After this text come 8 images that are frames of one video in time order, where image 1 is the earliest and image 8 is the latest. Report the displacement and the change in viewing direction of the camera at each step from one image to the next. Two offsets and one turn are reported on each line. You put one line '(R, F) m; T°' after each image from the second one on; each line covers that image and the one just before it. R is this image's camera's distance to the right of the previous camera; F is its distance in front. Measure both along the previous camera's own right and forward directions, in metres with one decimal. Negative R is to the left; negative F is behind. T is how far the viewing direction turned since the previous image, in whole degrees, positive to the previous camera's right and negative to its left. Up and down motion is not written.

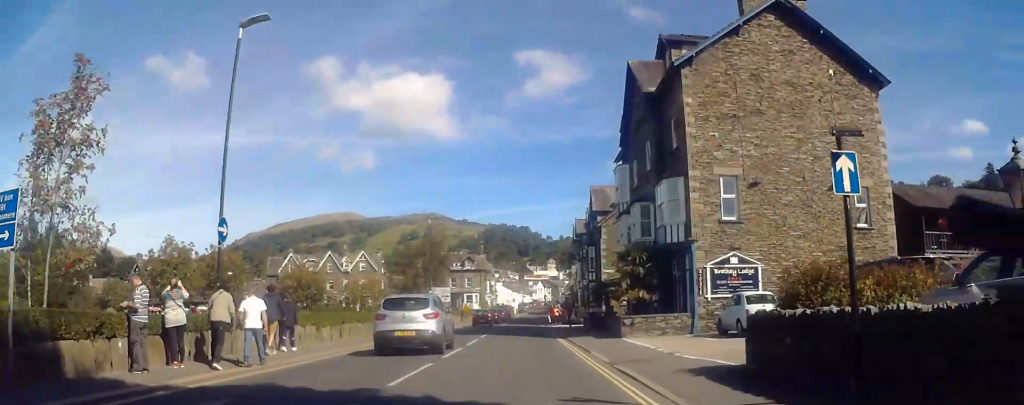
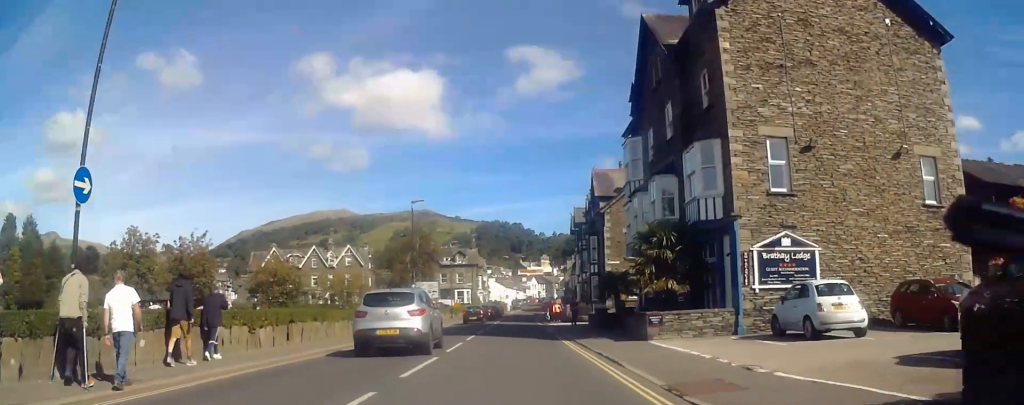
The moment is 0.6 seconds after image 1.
(-0.1, +5.5) m; -1°
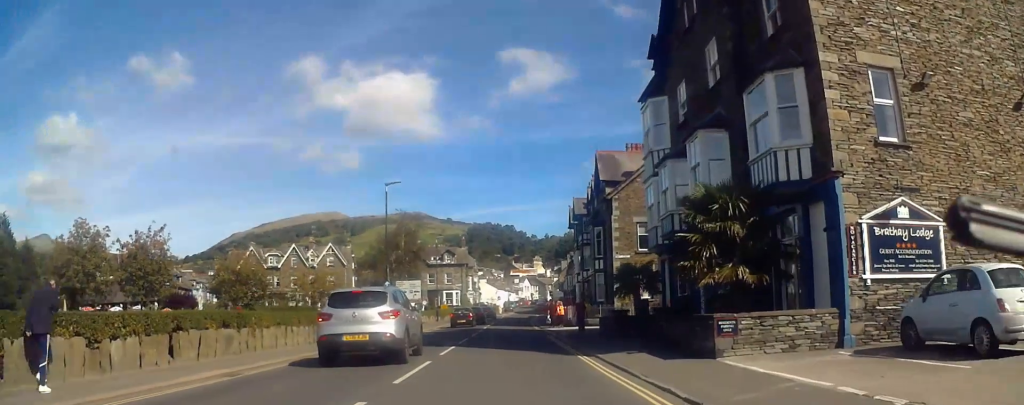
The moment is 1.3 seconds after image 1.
(0.0, +6.9) m; +1°
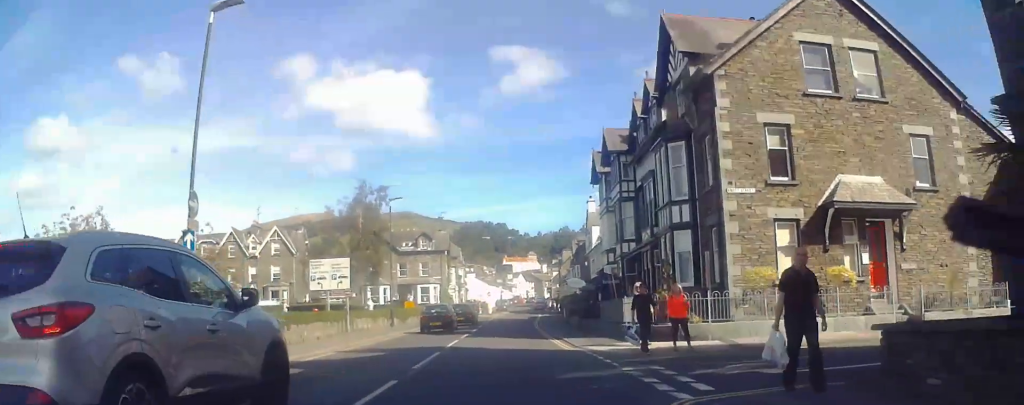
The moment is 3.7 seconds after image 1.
(0.0, +23.1) m; 0°
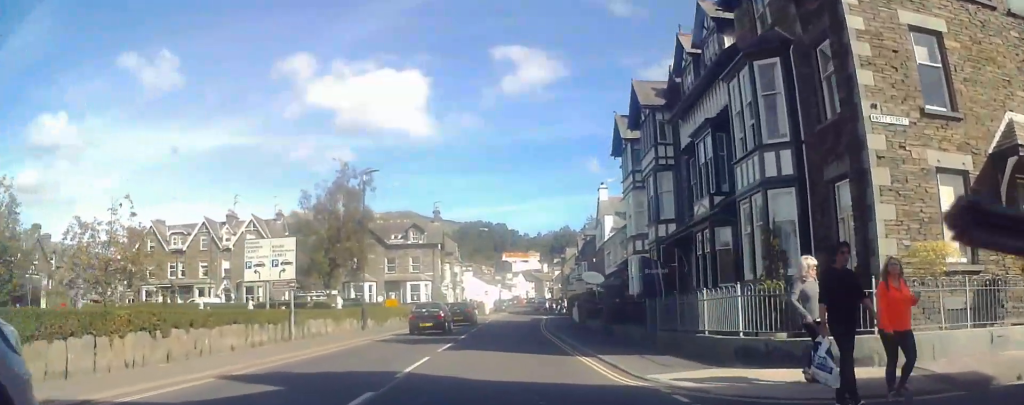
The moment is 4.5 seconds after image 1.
(+0.3, +8.6) m; 0°
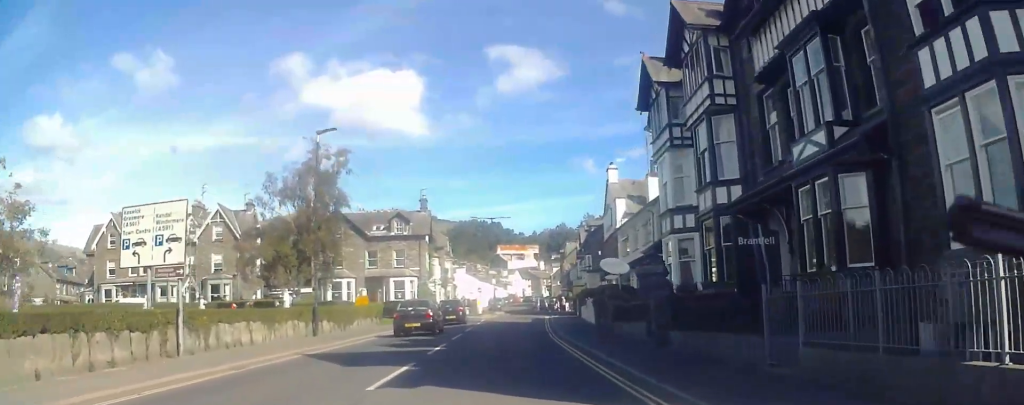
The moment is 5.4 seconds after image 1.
(-0.1, +8.5) m; +1°
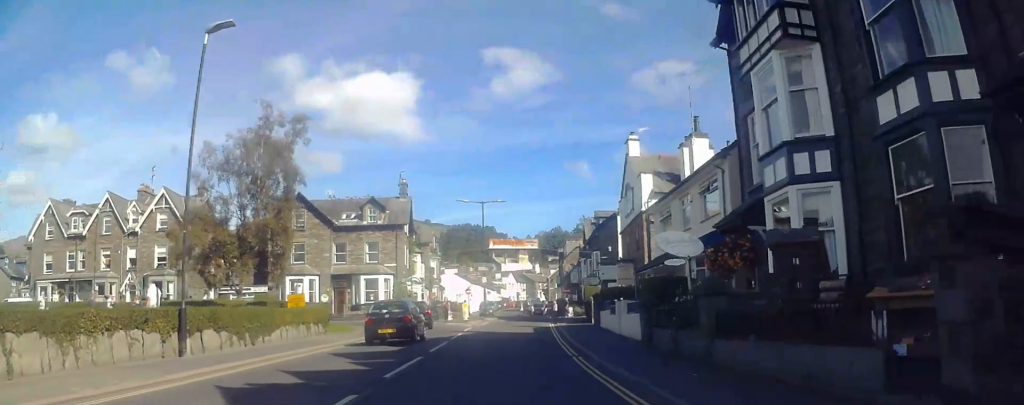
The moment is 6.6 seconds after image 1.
(+0.4, +11.3) m; +3°
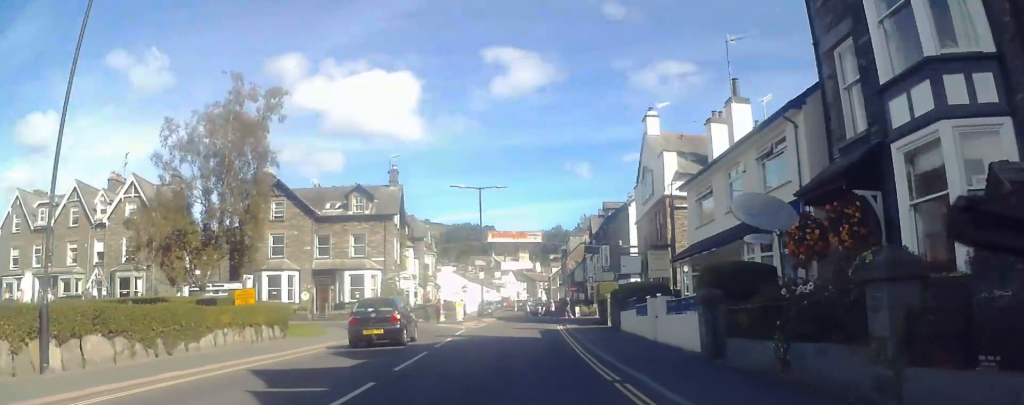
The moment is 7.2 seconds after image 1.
(0.0, +5.8) m; +1°
